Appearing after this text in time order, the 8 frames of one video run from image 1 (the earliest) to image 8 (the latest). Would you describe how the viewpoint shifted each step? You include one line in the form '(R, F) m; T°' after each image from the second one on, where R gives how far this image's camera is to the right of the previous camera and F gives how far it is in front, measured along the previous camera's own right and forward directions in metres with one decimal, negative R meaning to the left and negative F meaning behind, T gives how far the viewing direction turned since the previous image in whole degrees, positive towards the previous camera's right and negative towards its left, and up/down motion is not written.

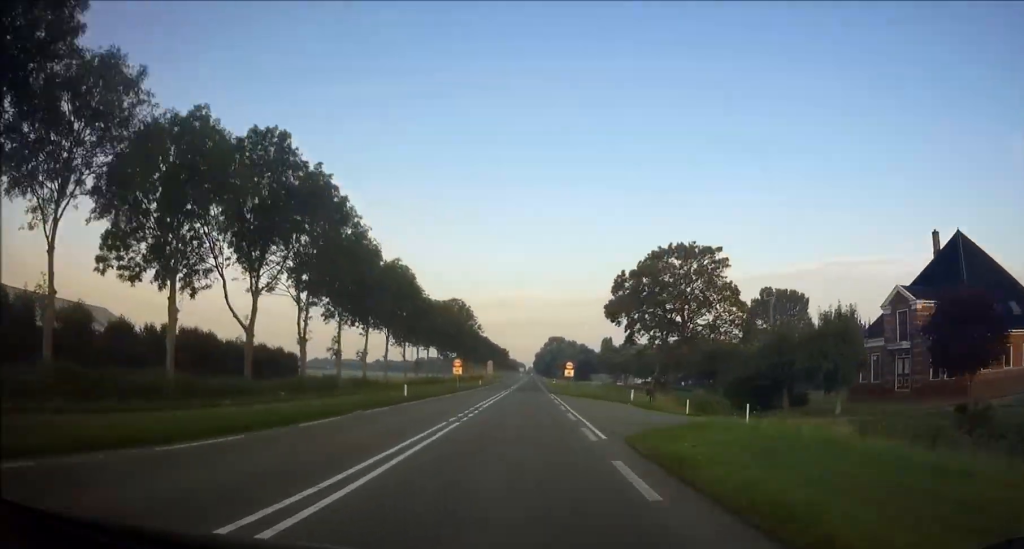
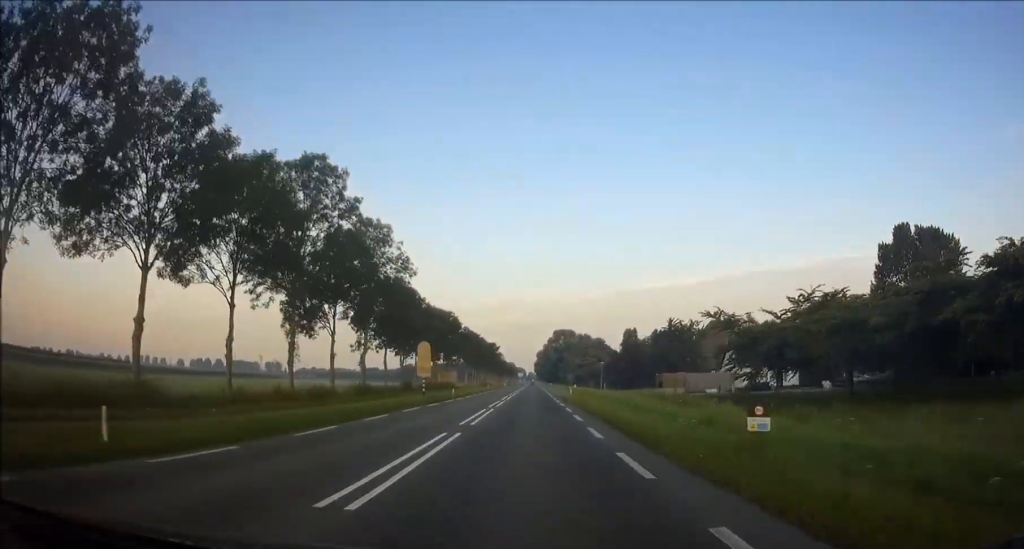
(+0.3, +74.2) m; 0°
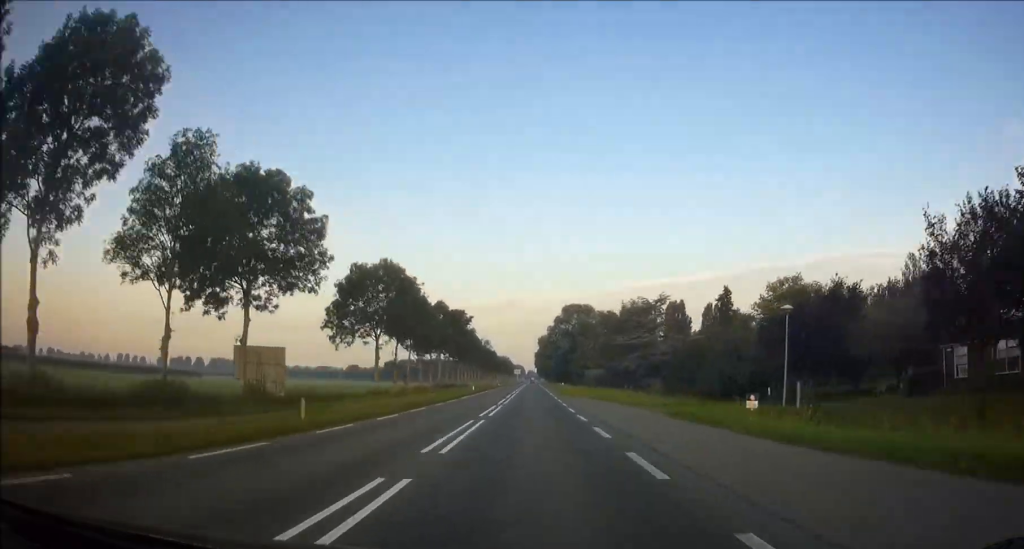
(-0.2, +77.7) m; 0°
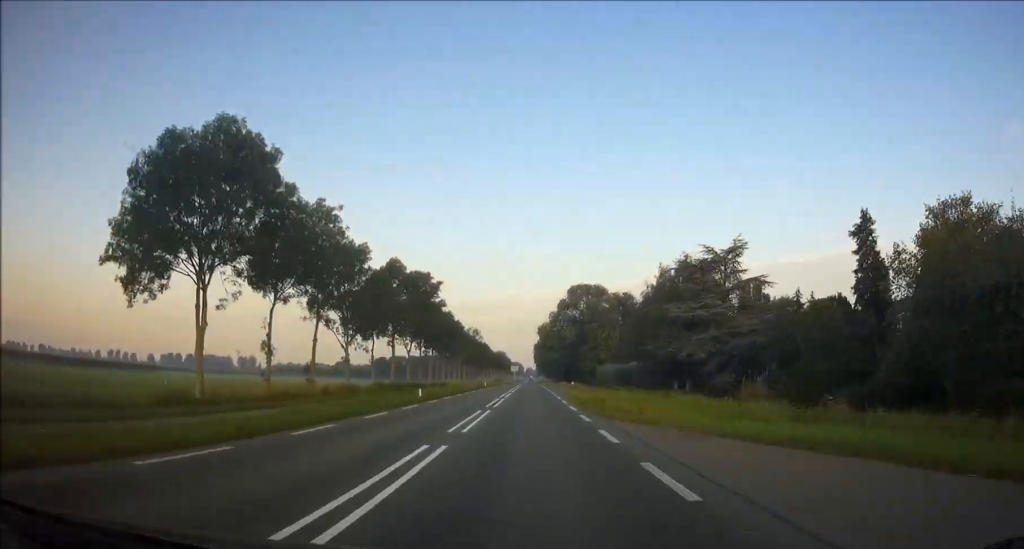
(+0.2, +31.8) m; 0°
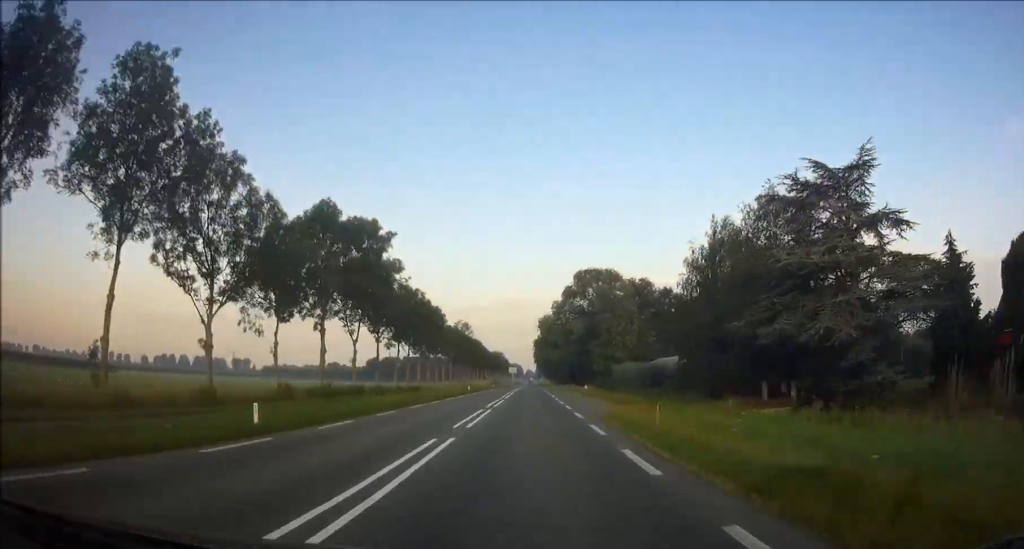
(+0.1, +22.3) m; 0°
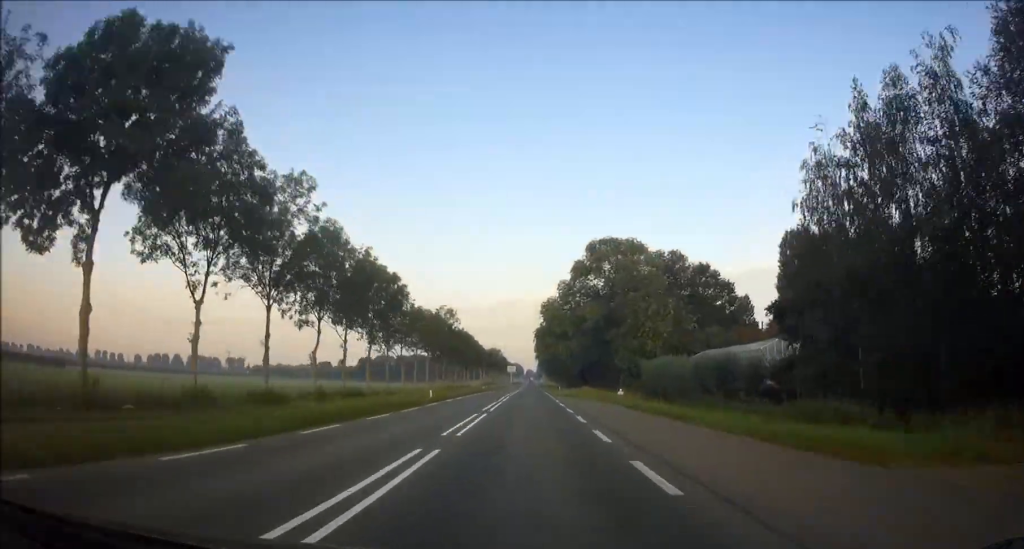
(0.0, +25.5) m; 0°
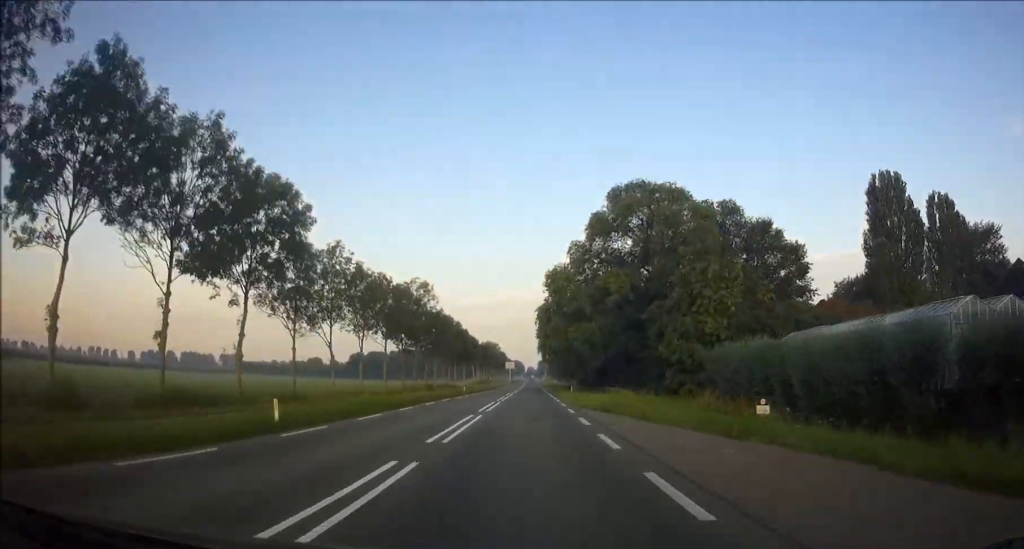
(0.0, +25.5) m; 0°
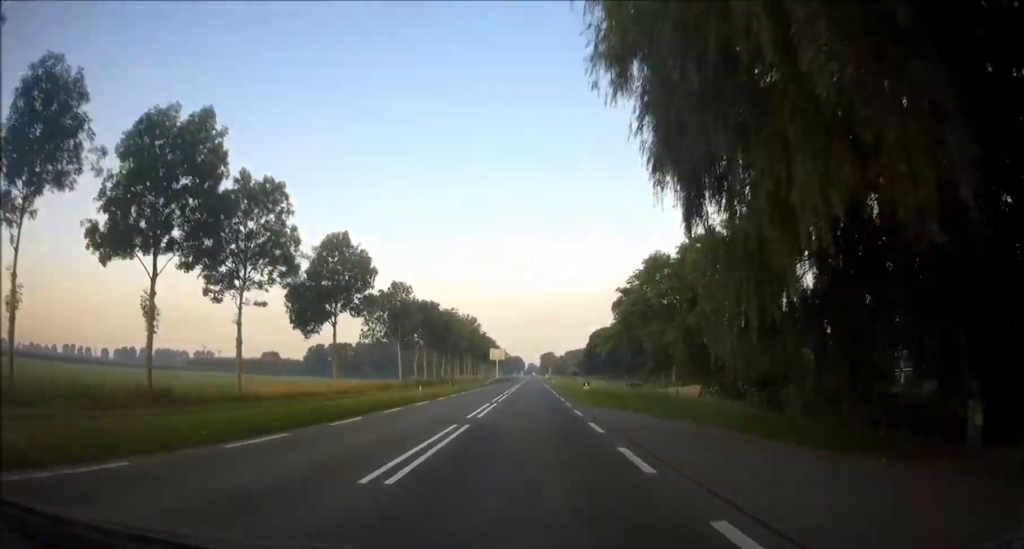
(-0.3, +87.8) m; 0°
